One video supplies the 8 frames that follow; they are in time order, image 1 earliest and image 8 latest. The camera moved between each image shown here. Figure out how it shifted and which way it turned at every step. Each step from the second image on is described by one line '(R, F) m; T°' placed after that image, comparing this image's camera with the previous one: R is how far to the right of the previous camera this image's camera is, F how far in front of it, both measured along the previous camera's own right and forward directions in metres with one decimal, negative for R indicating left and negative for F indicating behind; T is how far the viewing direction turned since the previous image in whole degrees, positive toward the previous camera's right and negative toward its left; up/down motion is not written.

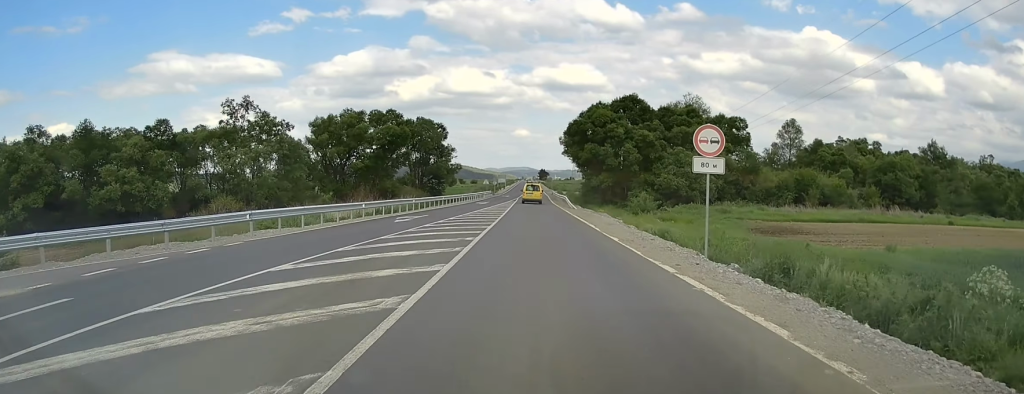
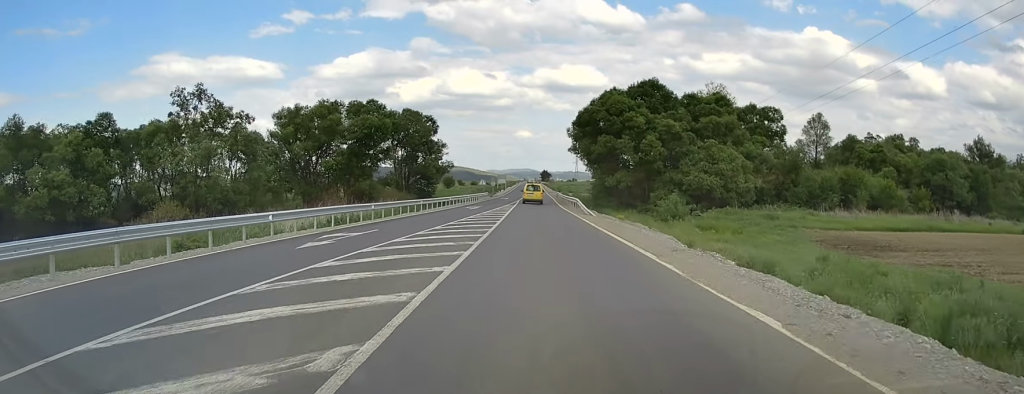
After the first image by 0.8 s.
(0.0, +12.2) m; 0°
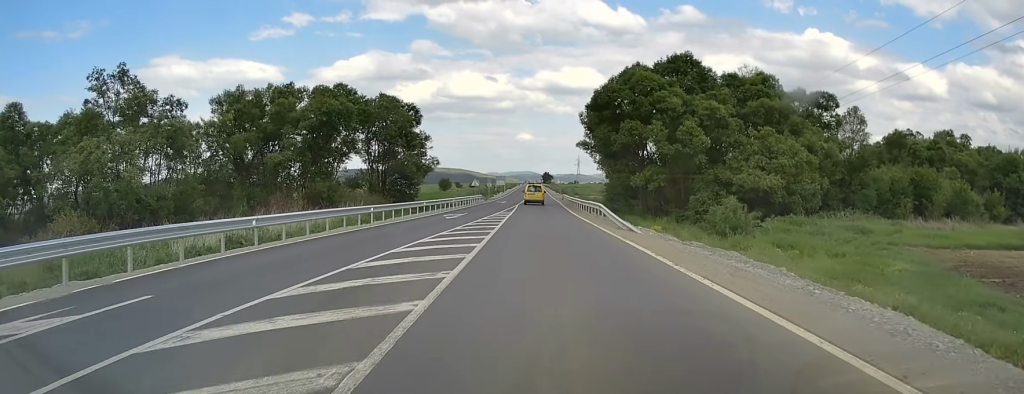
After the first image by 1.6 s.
(0.0, +13.9) m; 0°
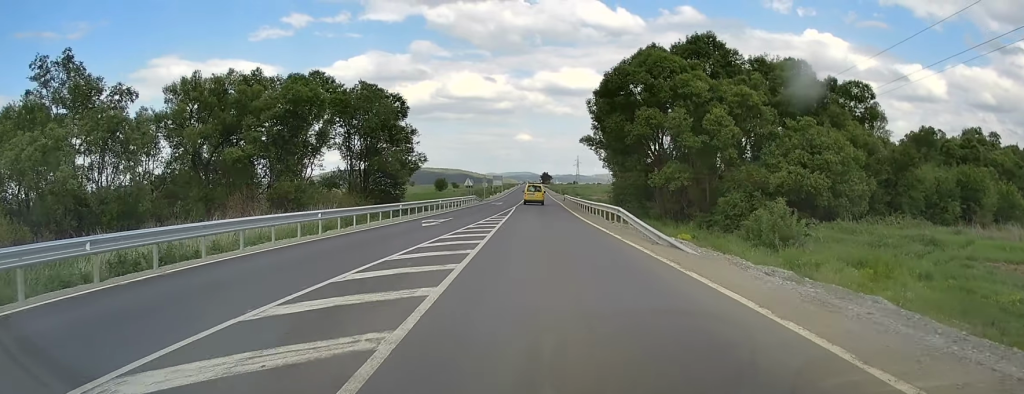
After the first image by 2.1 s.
(0.0, +7.2) m; 0°
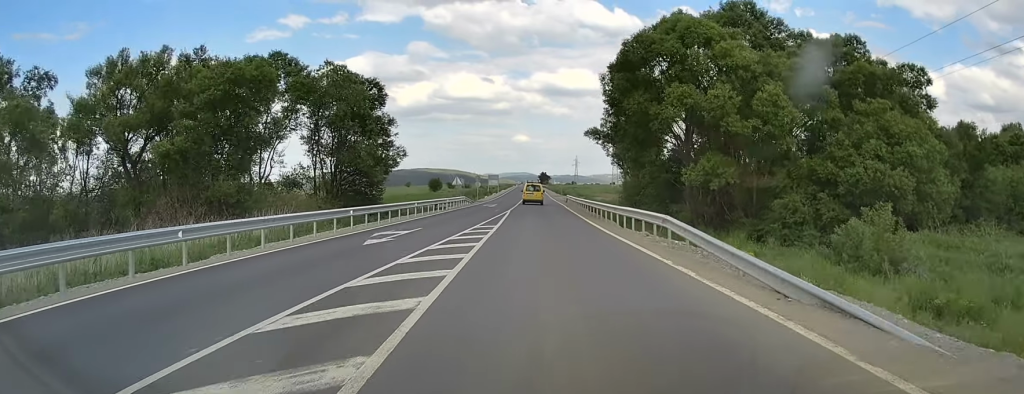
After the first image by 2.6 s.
(0.0, +9.1) m; 0°
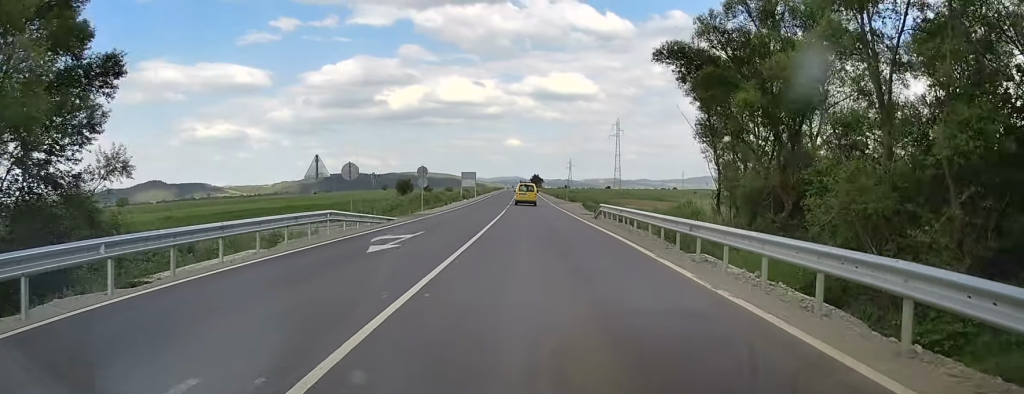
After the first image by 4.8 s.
(+0.4, +39.3) m; 0°
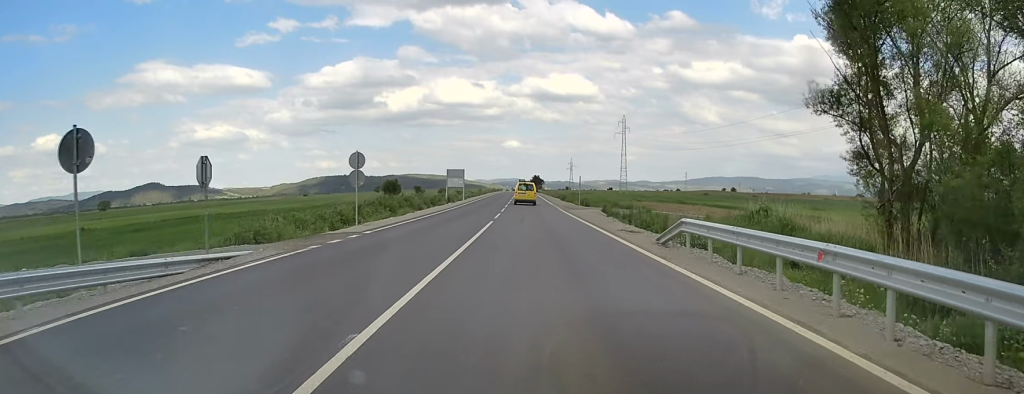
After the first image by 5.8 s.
(-0.2, +17.7) m; 0°
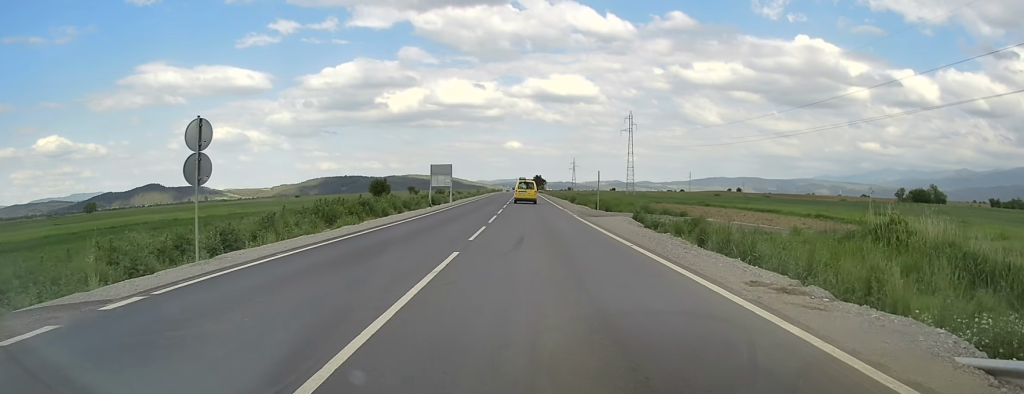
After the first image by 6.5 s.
(+0.1, +14.3) m; +1°
